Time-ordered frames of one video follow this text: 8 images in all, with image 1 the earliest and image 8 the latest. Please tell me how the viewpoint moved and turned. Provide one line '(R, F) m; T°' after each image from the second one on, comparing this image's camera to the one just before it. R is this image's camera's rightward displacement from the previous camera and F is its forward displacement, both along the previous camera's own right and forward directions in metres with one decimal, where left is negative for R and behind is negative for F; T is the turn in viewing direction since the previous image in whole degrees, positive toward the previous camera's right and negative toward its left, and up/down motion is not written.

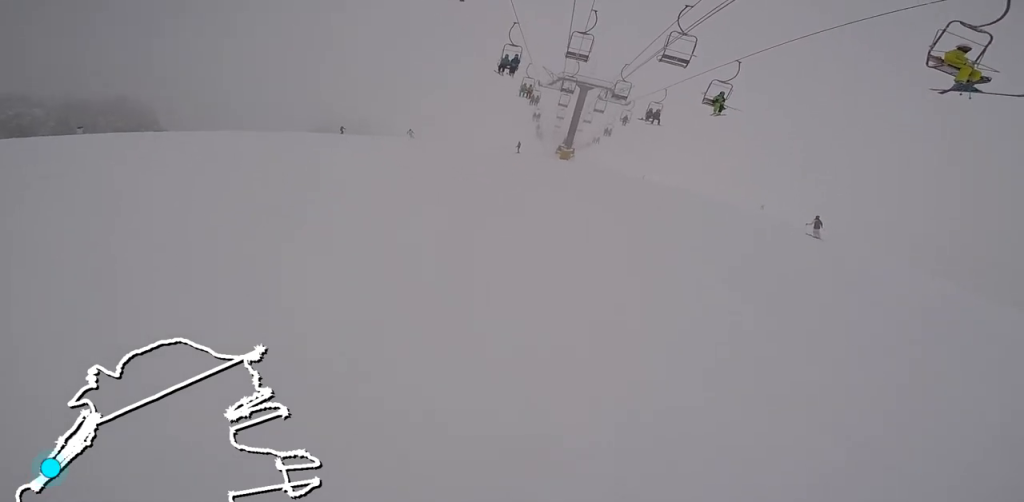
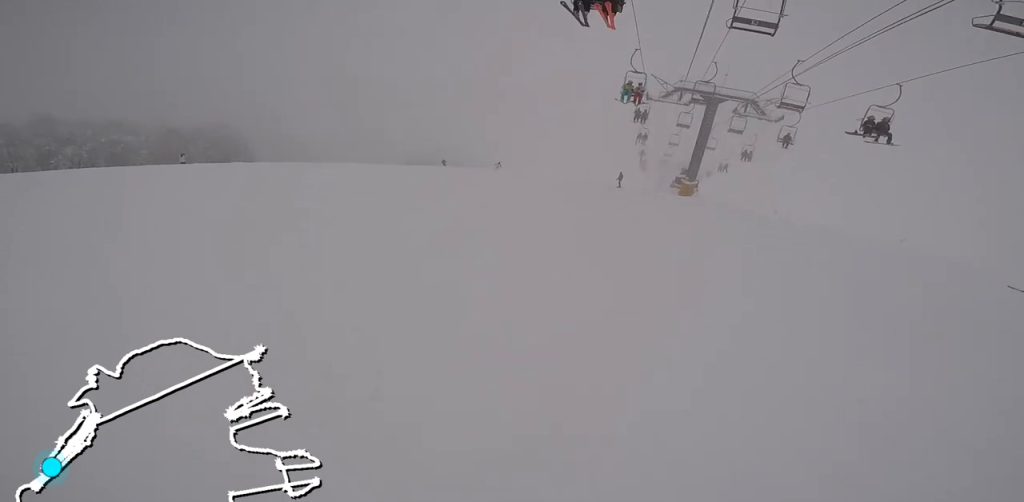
(-0.5, +9.9) m; -13°
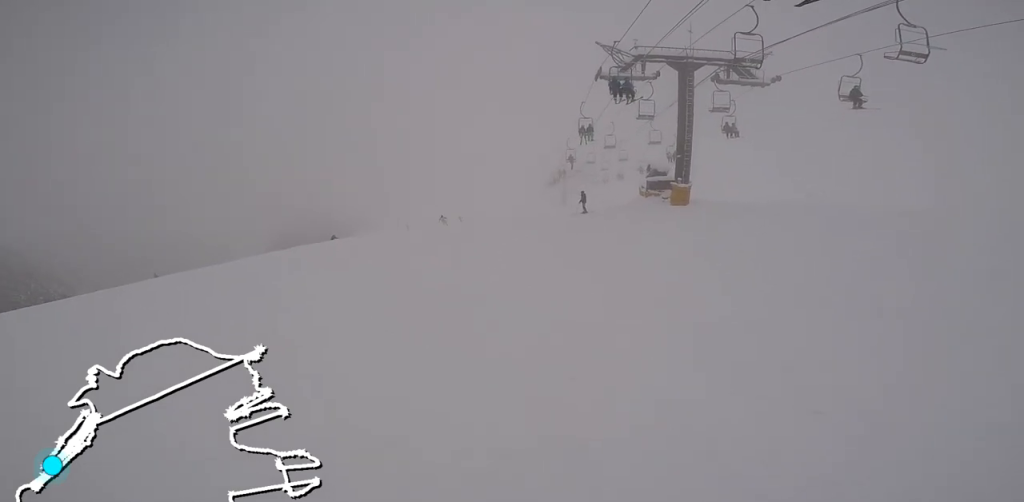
(-2.2, +12.6) m; -6°
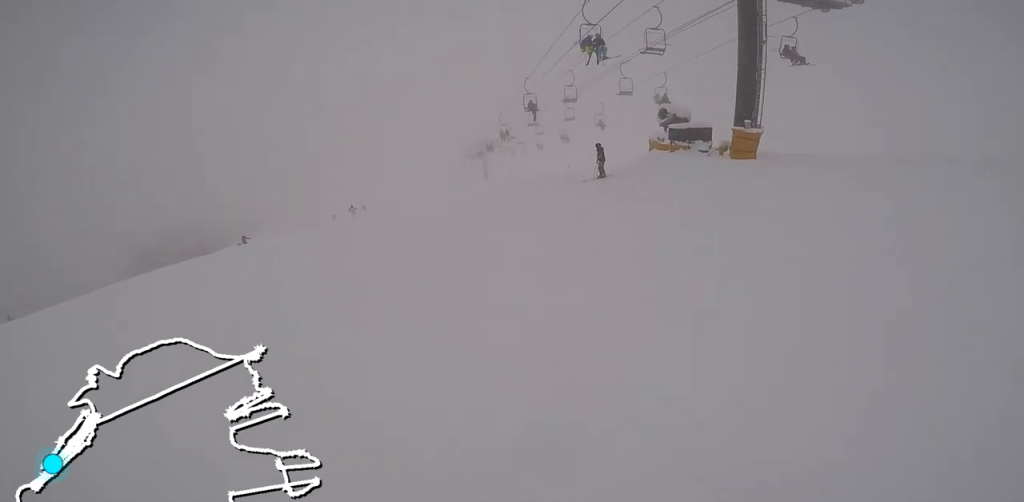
(+0.7, +10.2) m; +17°
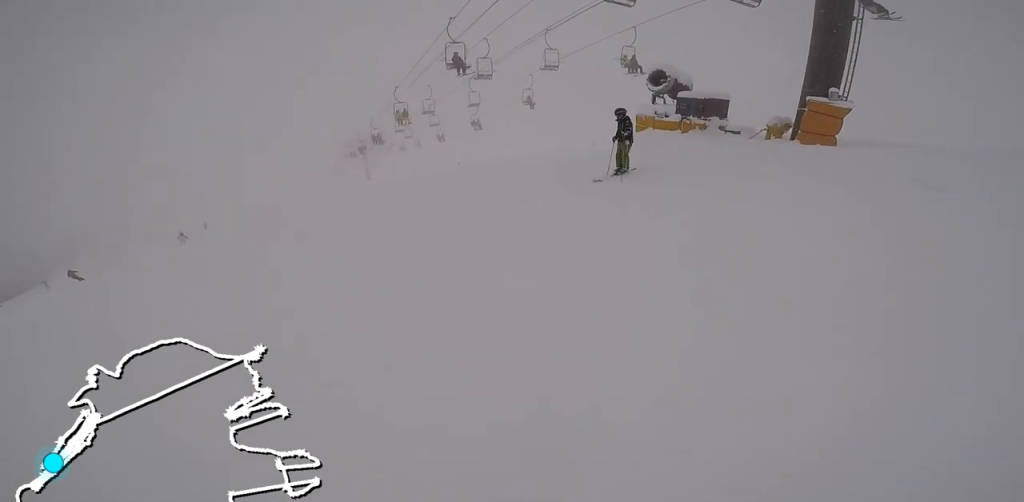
(+1.7, +7.8) m; +20°
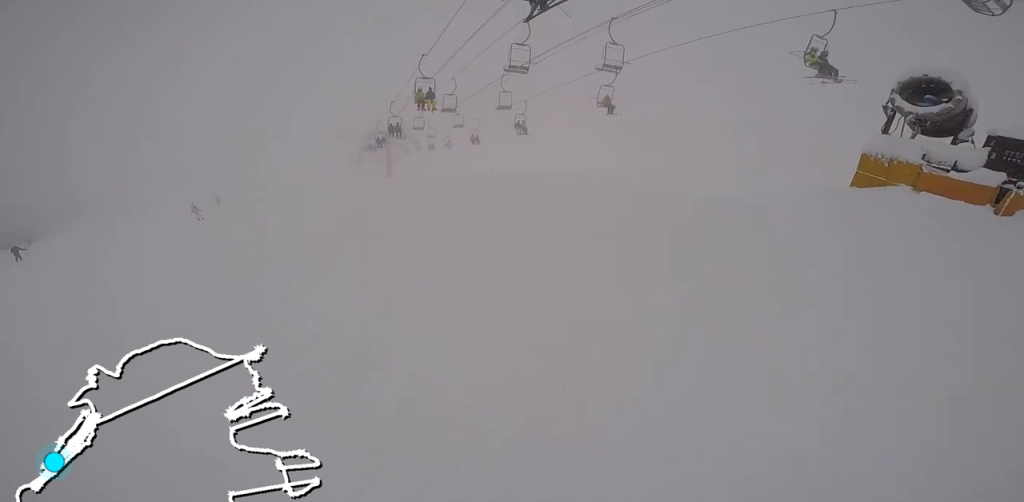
(+1.3, +8.1) m; +6°
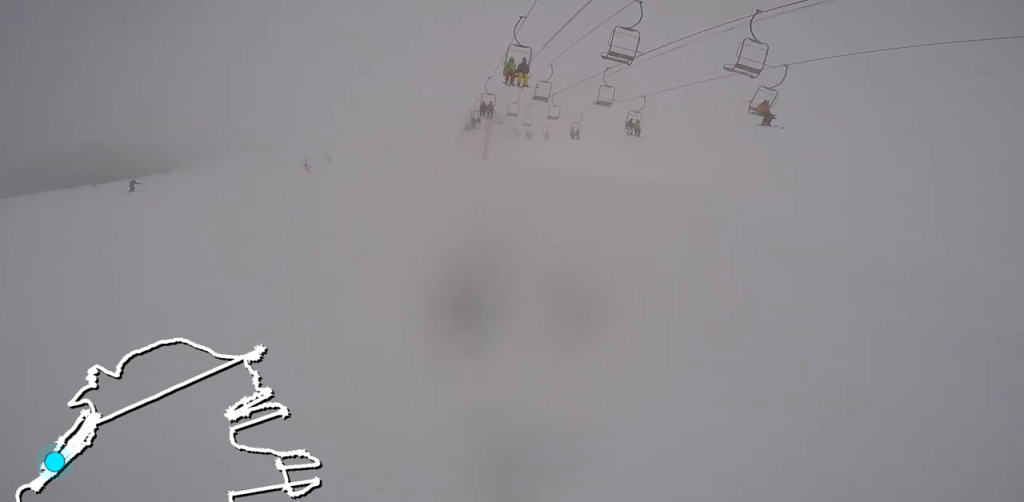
(+0.4, +4.2) m; -3°
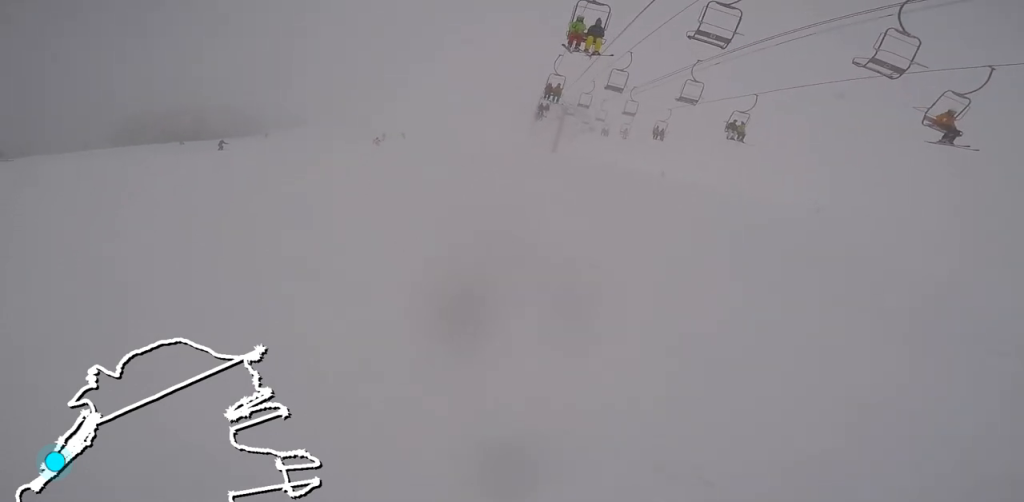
(-0.5, +3.7) m; -9°
